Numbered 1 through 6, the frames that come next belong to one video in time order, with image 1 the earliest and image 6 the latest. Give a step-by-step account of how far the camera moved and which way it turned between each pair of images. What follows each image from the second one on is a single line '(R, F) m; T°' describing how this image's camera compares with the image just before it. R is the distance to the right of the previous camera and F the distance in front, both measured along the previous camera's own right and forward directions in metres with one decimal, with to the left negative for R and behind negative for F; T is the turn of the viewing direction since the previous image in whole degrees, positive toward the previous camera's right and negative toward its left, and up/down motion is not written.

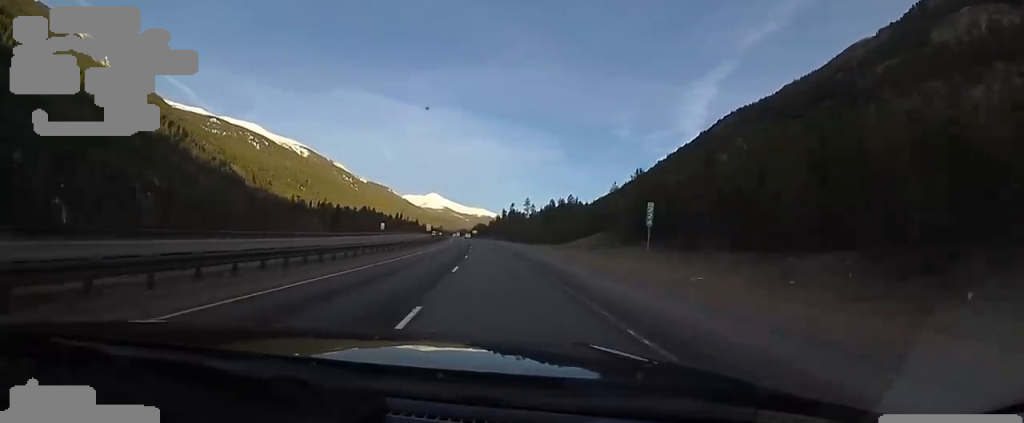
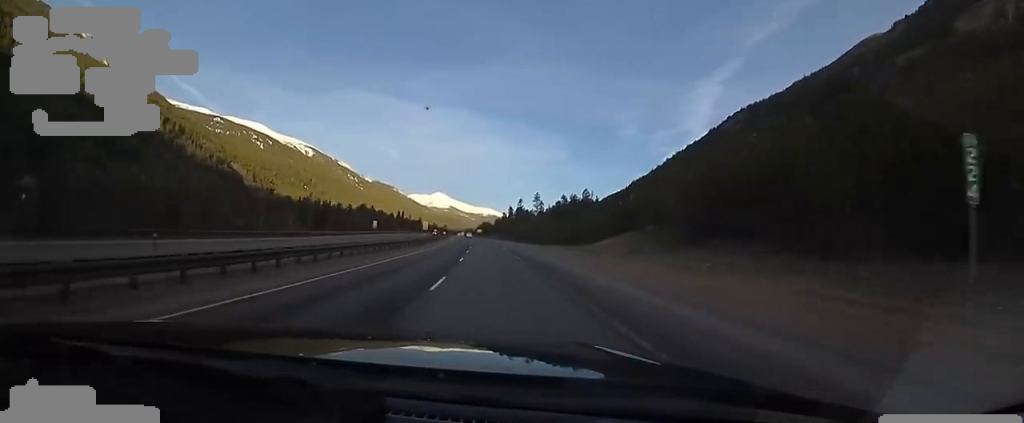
(0.0, +17.6) m; 0°
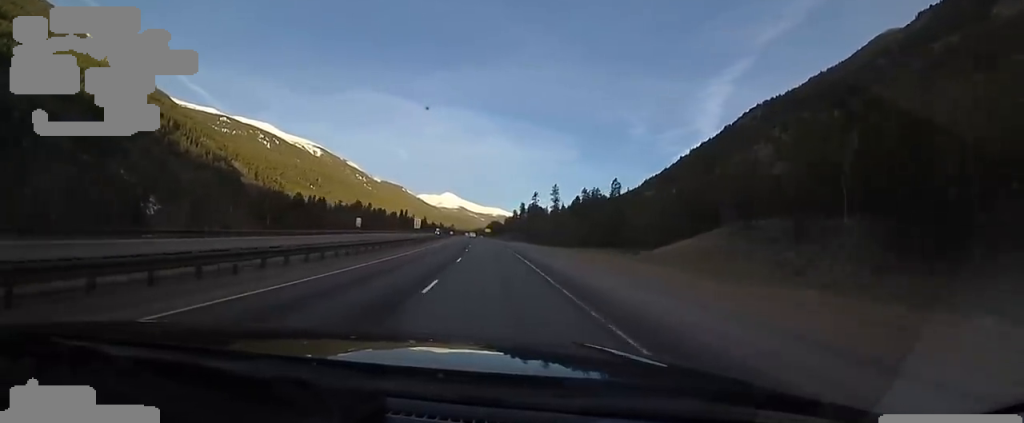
(0.0, +25.9) m; -2°
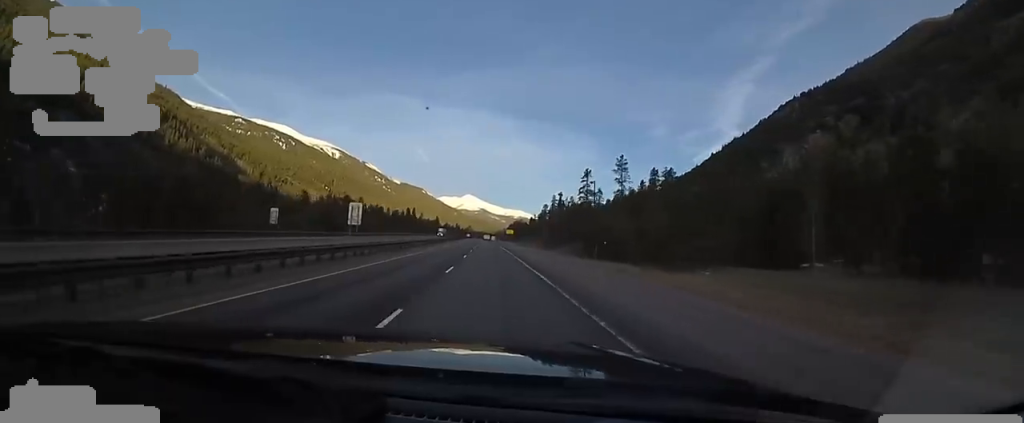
(-1.4, +53.8) m; -1°
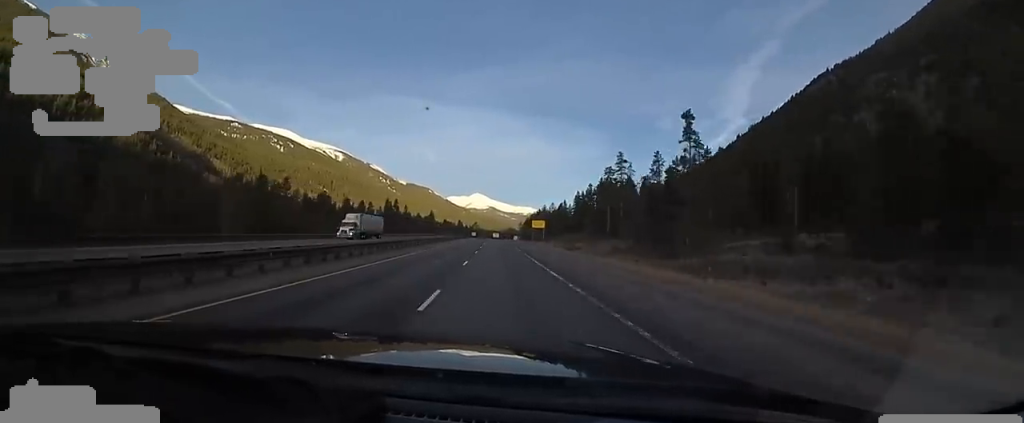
(-2.6, +81.0) m; -3°
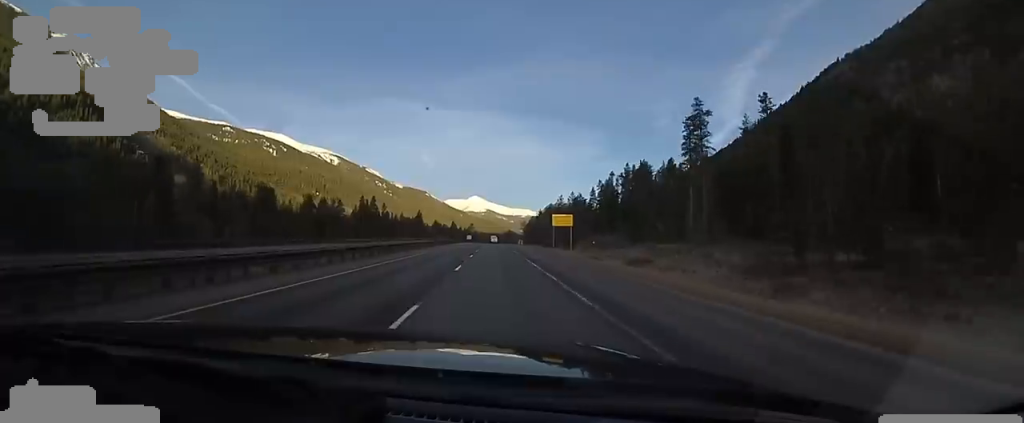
(+0.2, +38.2) m; 0°
